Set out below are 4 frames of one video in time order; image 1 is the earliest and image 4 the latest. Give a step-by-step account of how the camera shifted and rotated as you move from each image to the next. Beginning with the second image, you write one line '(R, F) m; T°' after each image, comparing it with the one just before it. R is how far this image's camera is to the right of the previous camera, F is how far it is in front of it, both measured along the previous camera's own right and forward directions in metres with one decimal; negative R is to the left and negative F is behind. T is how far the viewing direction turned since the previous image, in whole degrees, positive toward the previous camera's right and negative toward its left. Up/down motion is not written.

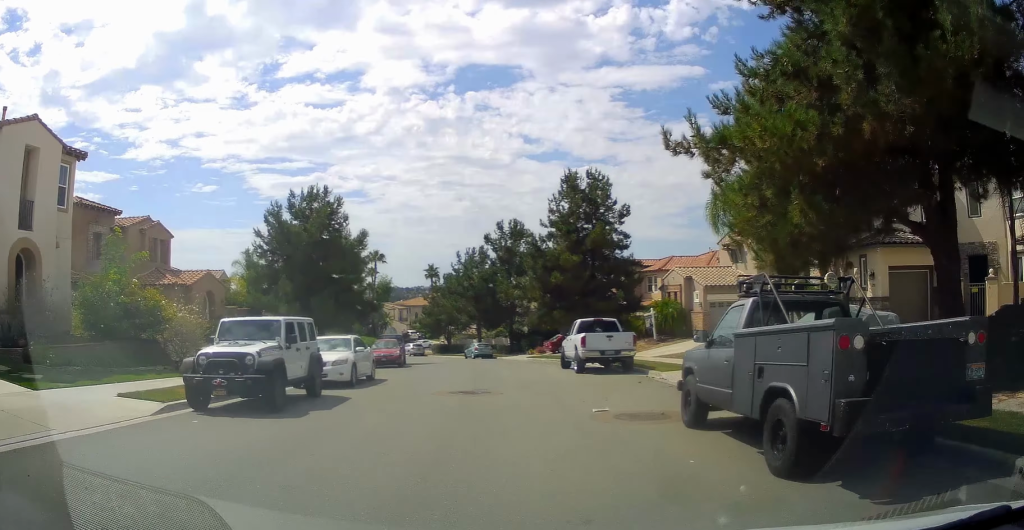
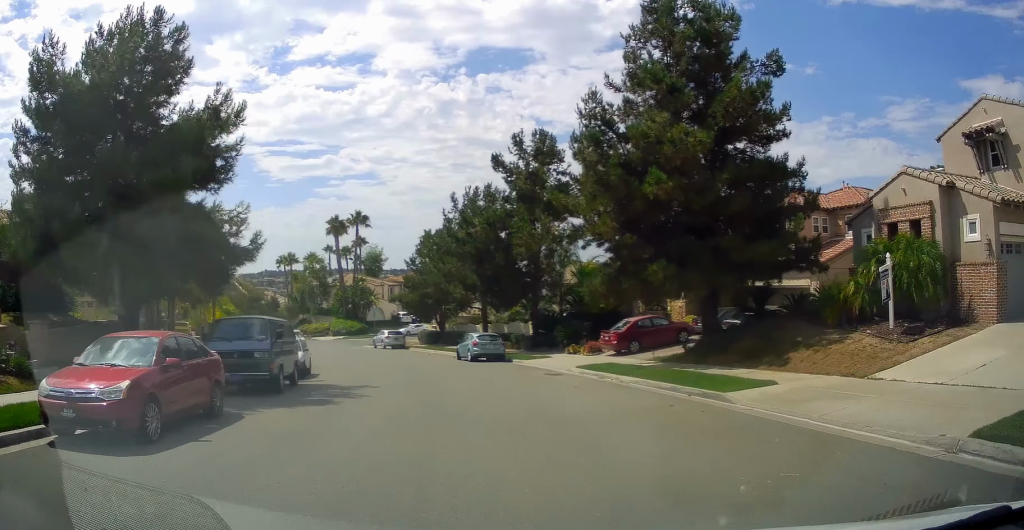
(-0.8, +23.9) m; -3°
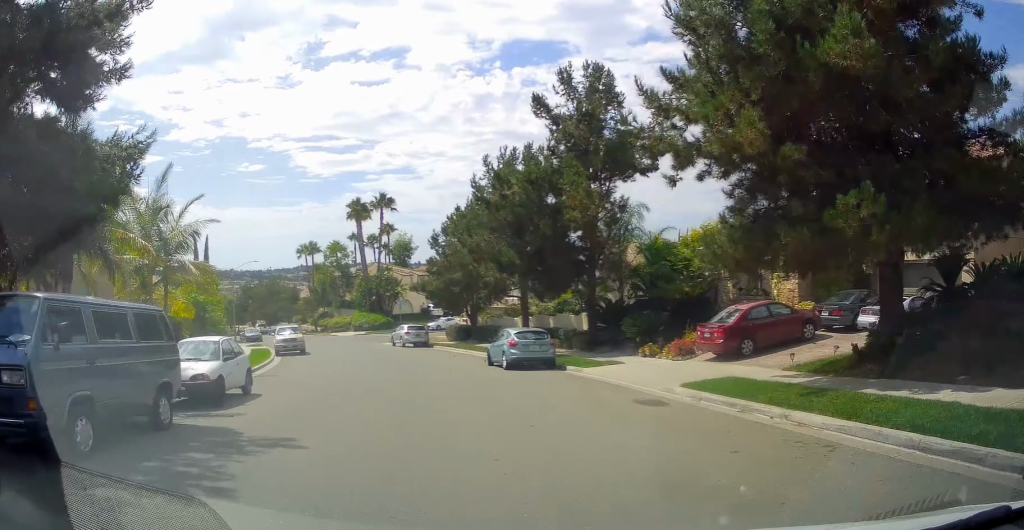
(+0.2, +9.0) m; -2°
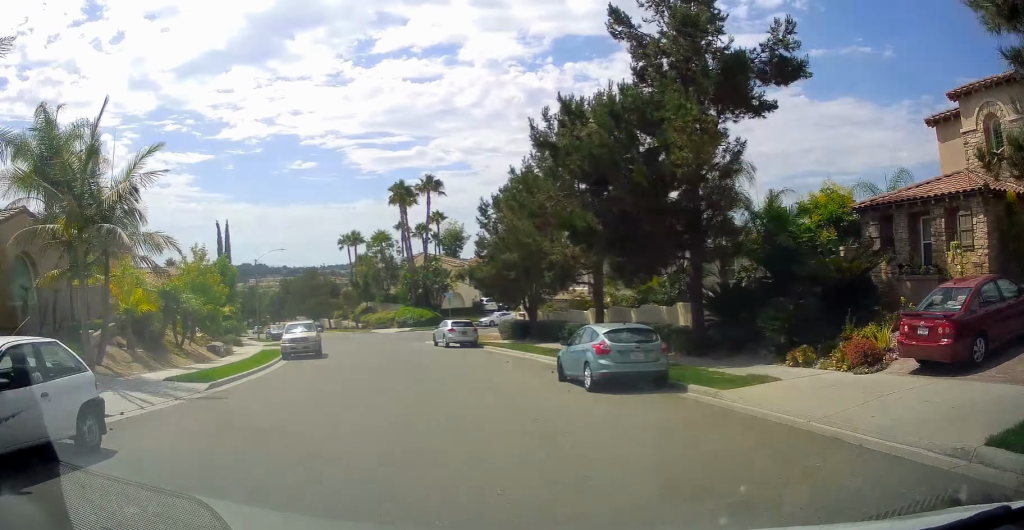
(+0.5, +7.8) m; -2°
